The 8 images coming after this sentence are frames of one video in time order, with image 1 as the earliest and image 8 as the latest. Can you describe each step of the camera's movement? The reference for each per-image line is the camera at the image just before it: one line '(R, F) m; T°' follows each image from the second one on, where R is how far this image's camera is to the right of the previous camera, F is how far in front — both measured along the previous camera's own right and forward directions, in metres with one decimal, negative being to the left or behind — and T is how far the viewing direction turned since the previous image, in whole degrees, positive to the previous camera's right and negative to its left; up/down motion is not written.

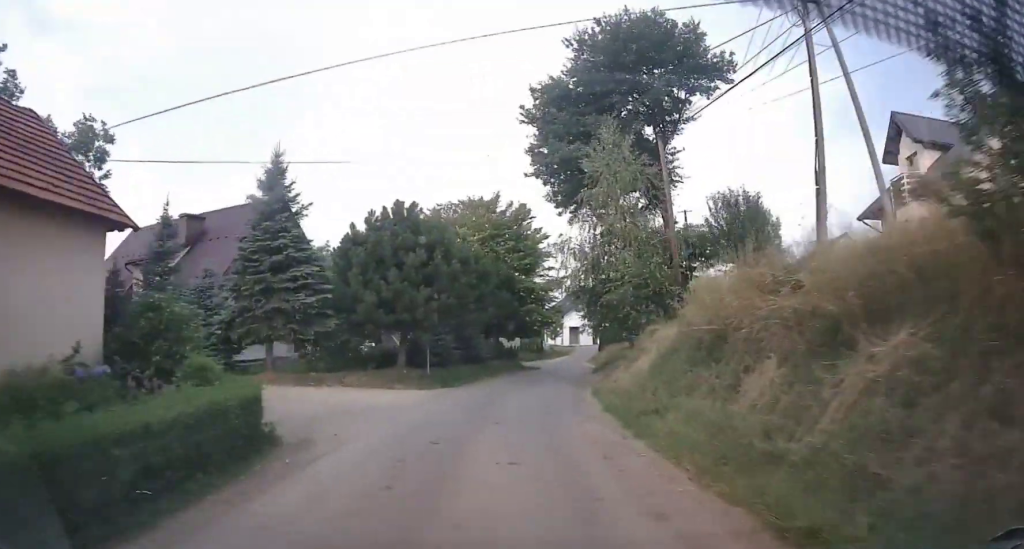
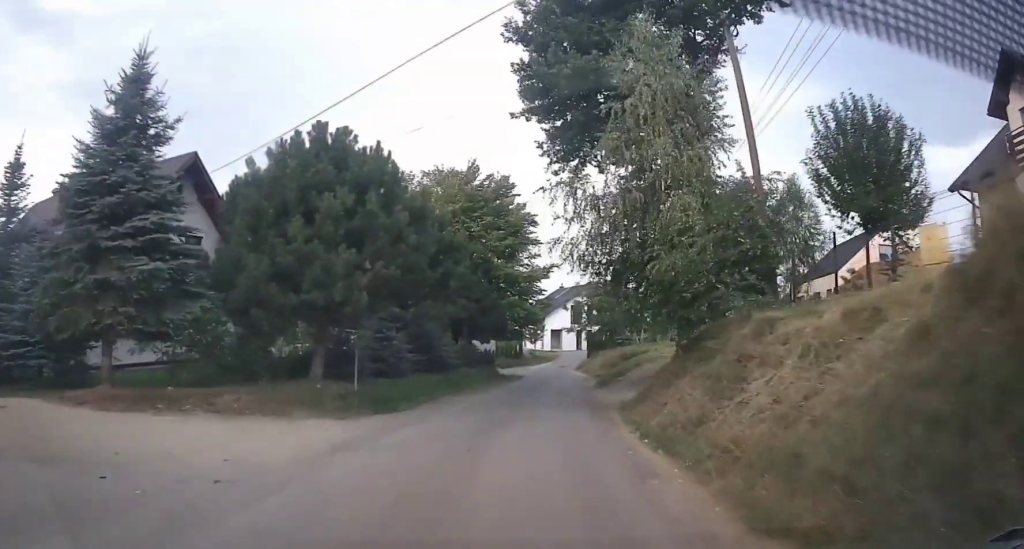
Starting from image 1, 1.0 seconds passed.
(0.0, +8.8) m; +1°
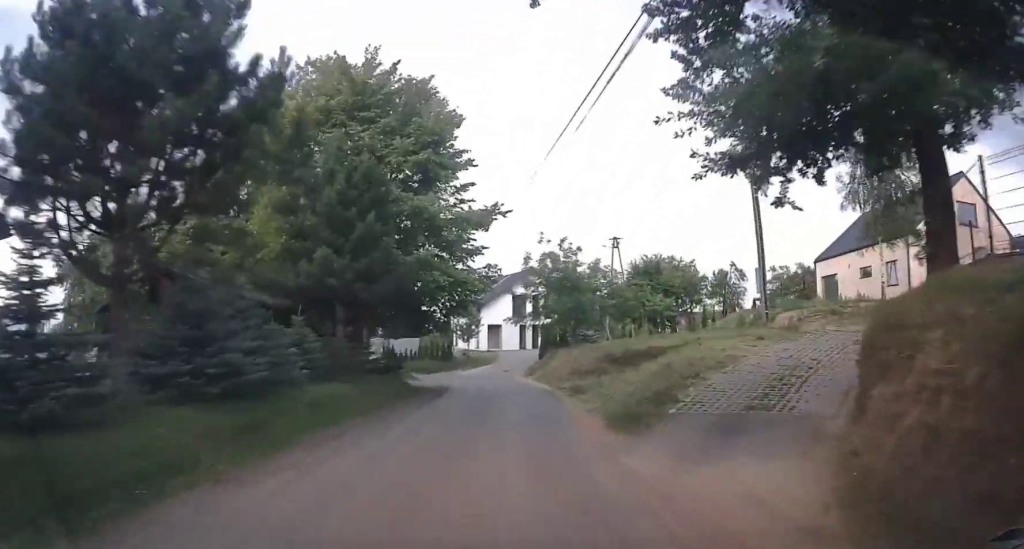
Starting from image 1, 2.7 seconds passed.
(+0.3, +13.8) m; +4°
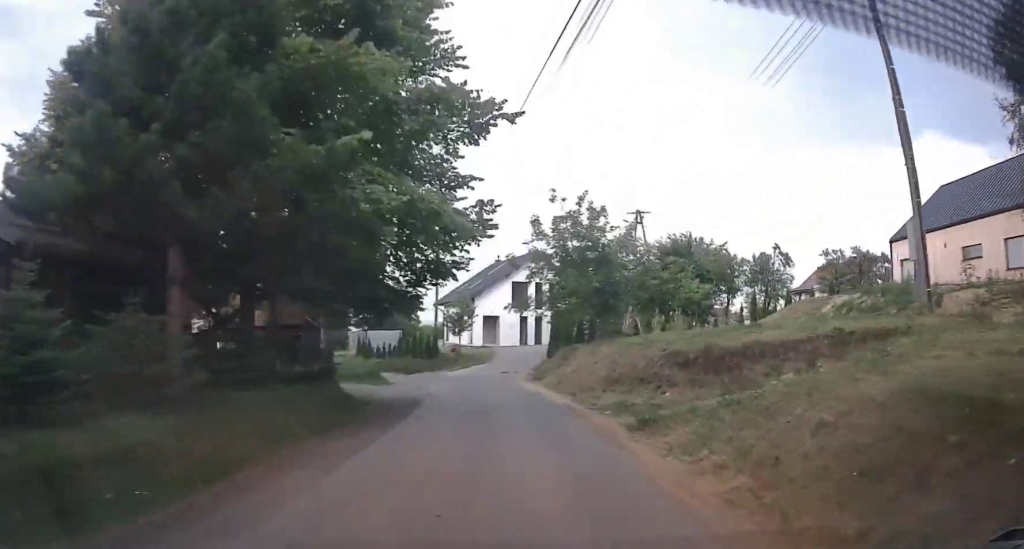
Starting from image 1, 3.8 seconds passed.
(+0.4, +8.7) m; +5°
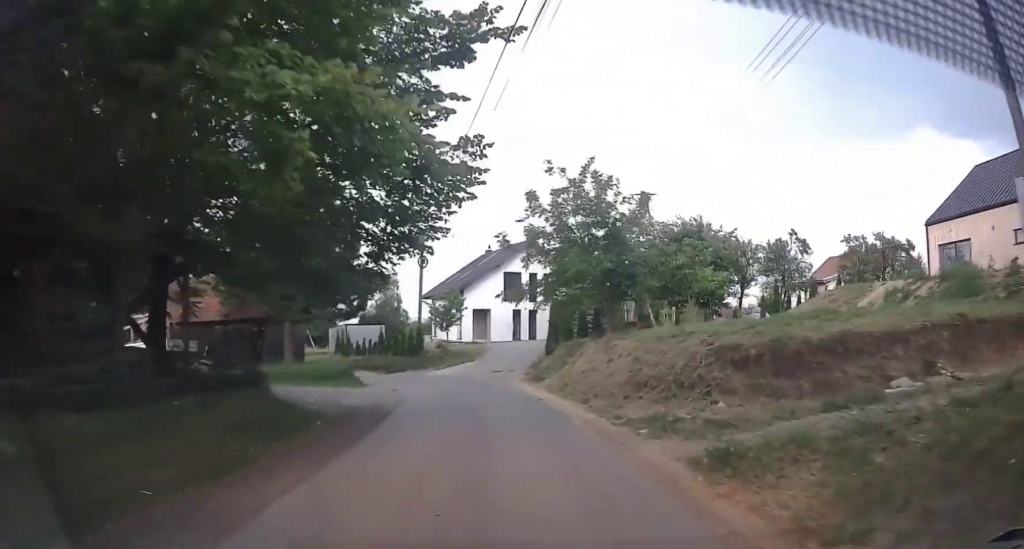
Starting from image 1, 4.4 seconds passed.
(+0.1, +3.9) m; +2°
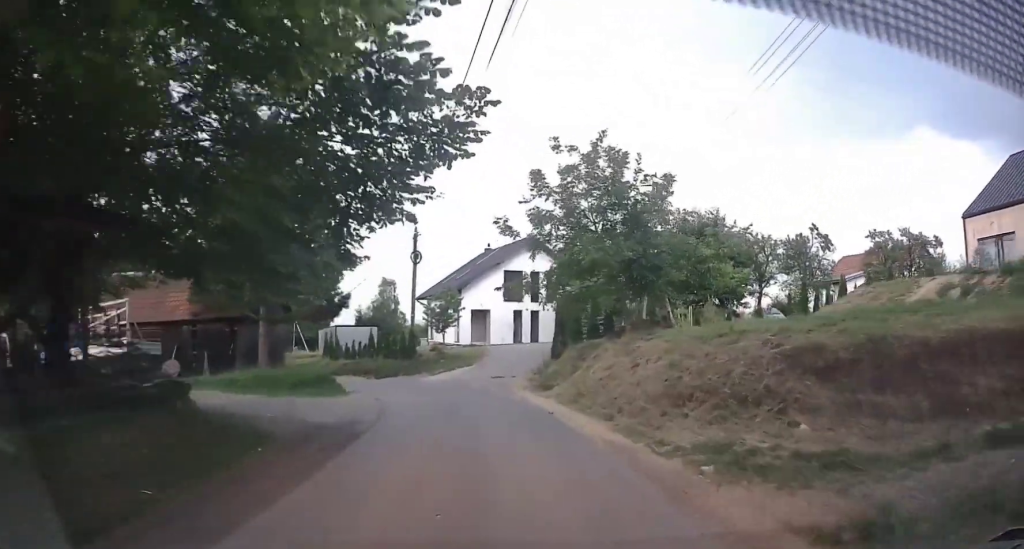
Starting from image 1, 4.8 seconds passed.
(0.0, +2.8) m; +1°
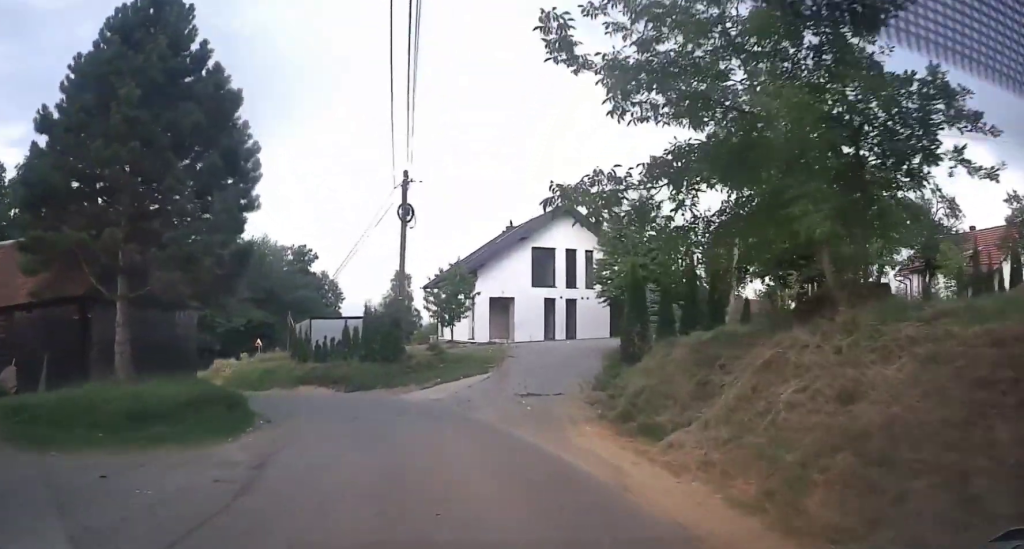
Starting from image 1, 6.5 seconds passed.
(-0.2, +10.1) m; -9°
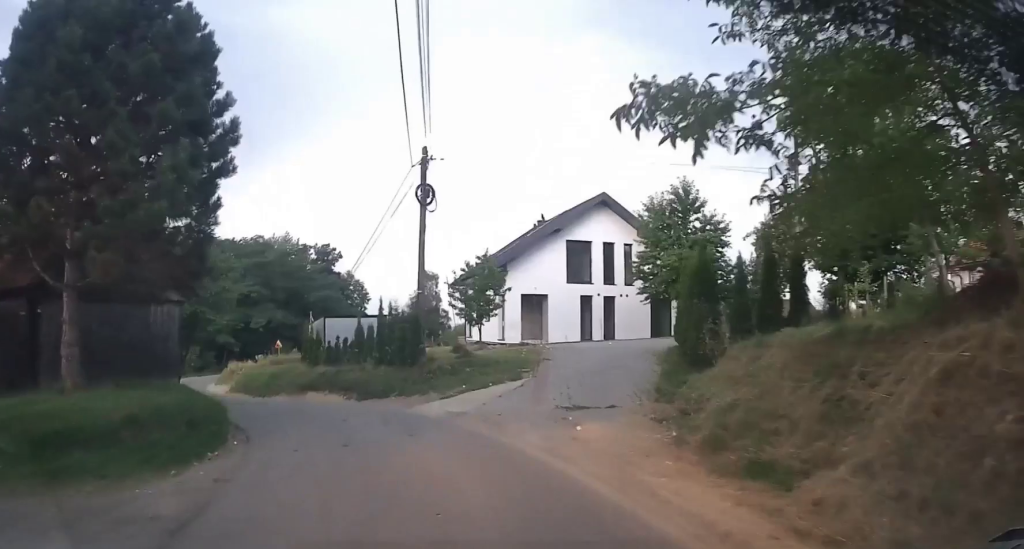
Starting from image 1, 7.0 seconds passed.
(-0.1, +3.0) m; -7°
